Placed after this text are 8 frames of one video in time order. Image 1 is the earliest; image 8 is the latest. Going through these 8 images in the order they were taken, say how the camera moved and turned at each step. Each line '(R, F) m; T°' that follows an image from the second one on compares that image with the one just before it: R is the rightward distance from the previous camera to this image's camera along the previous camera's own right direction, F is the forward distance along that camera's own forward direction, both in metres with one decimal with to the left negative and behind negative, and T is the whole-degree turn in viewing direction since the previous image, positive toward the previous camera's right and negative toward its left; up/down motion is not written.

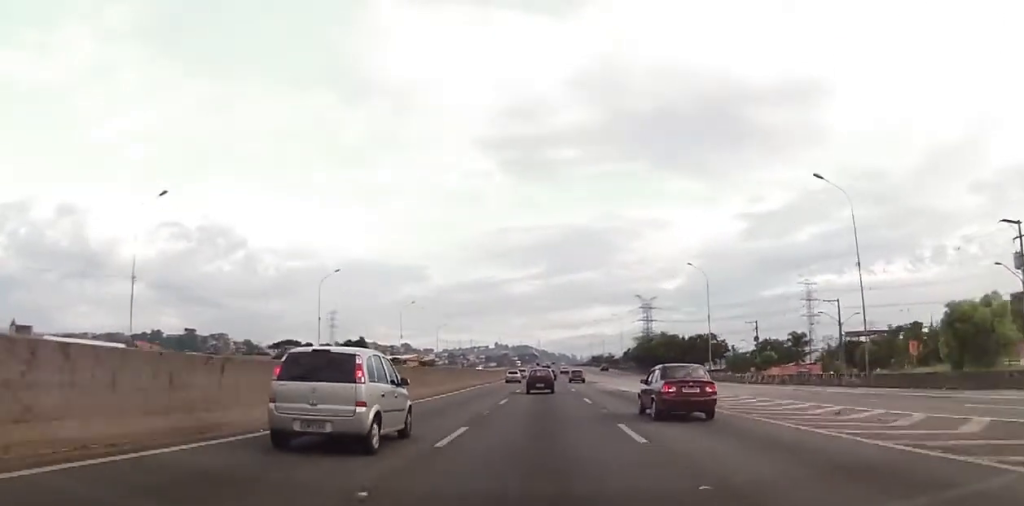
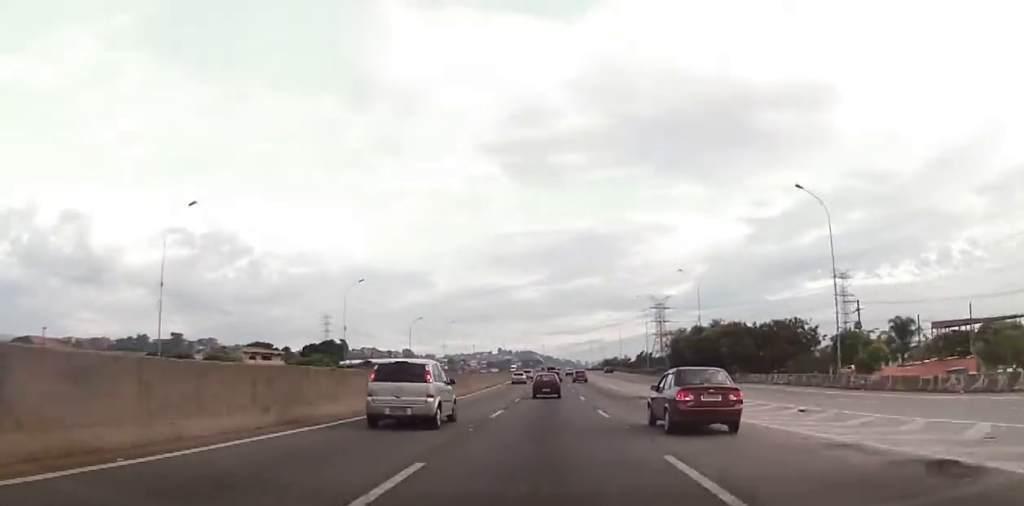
(+0.1, +36.9) m; +1°
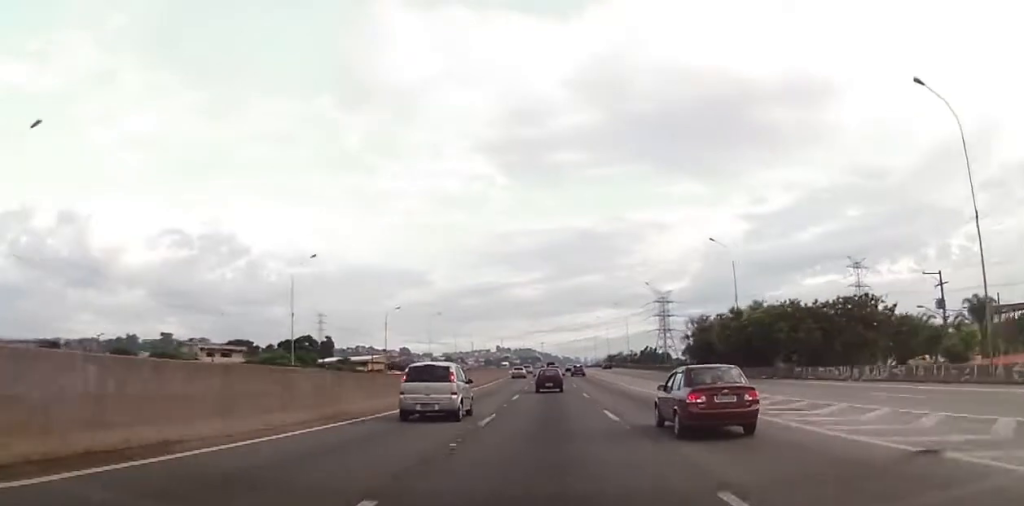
(+0.1, +18.0) m; 0°
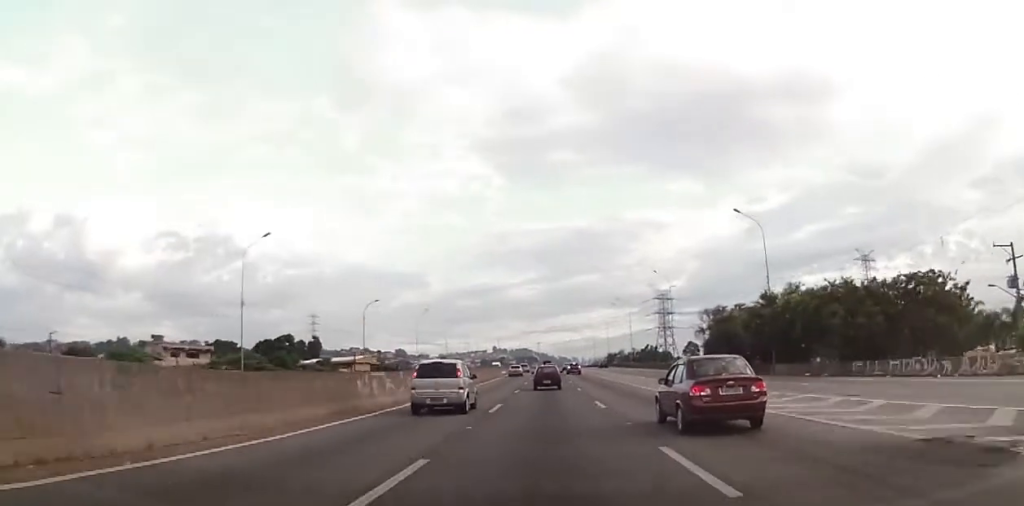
(+0.1, +11.5) m; -1°
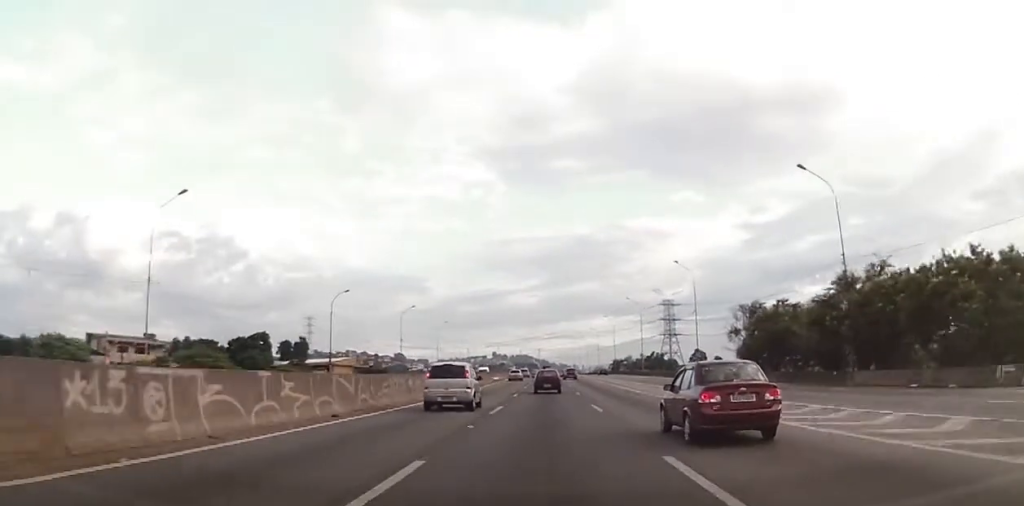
(-0.3, +15.4) m; 0°
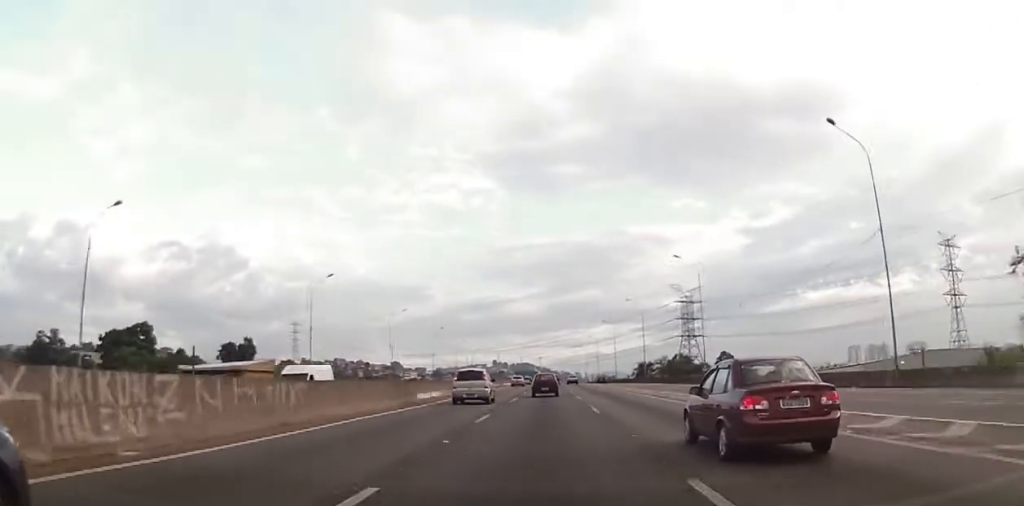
(0.0, +47.6) m; -1°
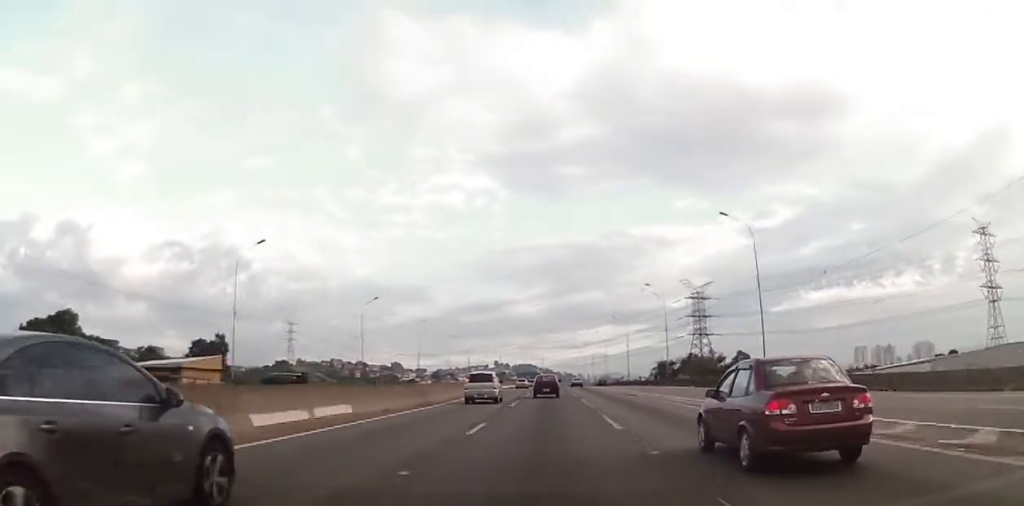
(-0.2, +20.0) m; 0°
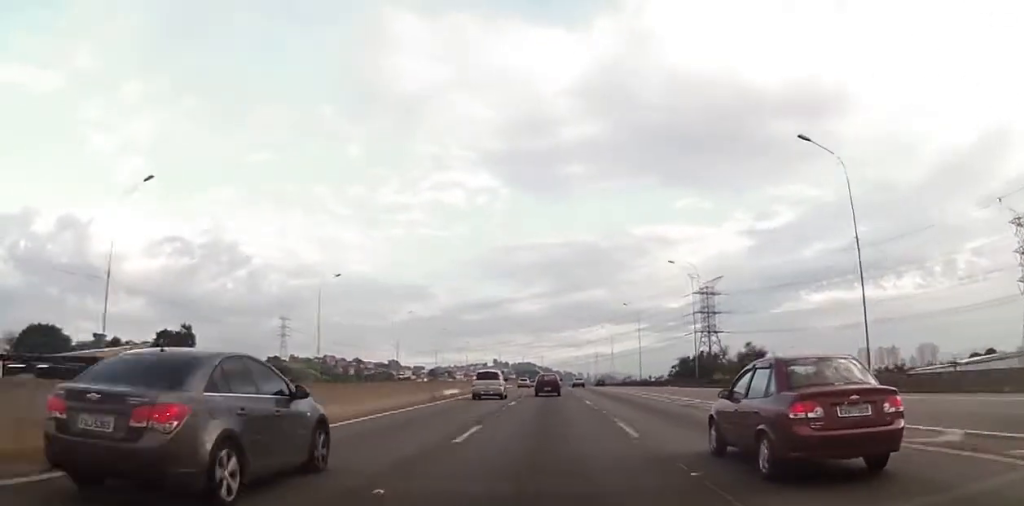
(+0.1, +18.4) m; +1°
